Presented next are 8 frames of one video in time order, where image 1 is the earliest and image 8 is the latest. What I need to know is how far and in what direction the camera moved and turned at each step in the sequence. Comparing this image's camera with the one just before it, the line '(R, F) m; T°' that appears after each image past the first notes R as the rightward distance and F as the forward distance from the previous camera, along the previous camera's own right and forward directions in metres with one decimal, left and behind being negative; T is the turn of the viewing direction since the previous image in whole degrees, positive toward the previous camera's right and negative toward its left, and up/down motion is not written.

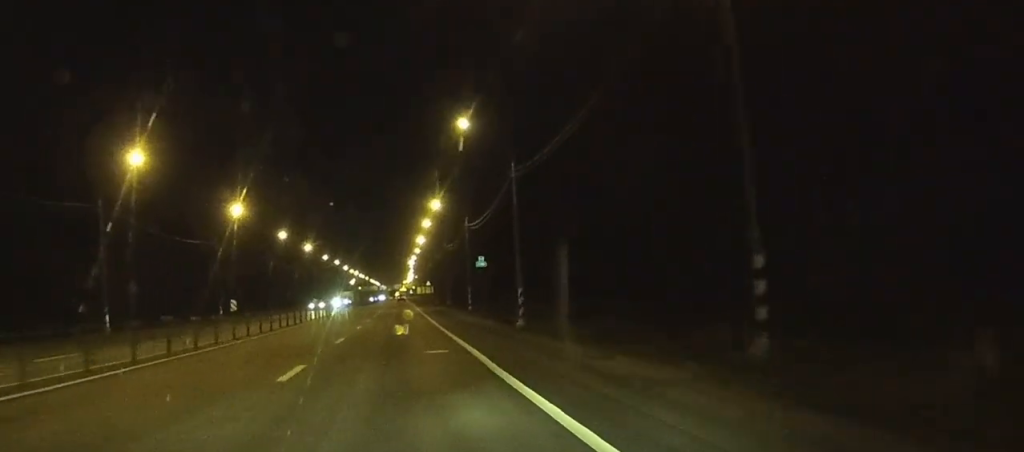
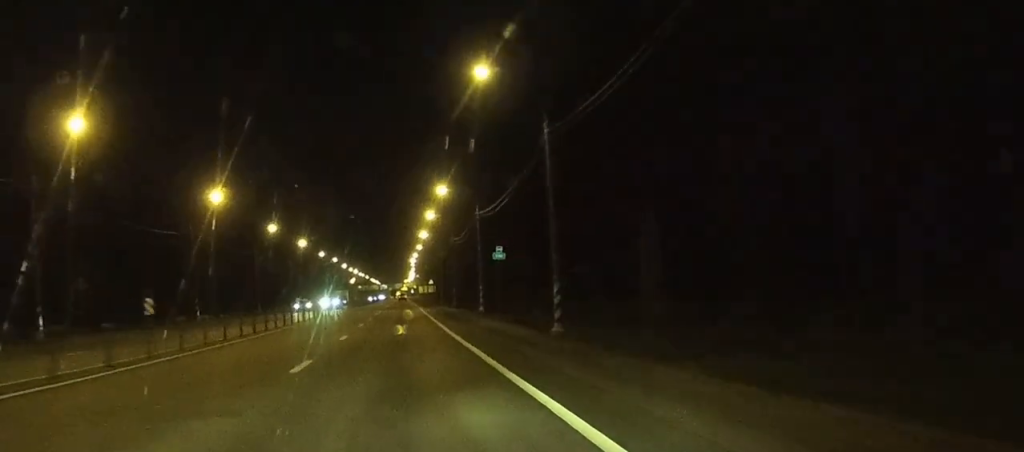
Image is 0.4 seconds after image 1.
(0.0, +10.6) m; 0°
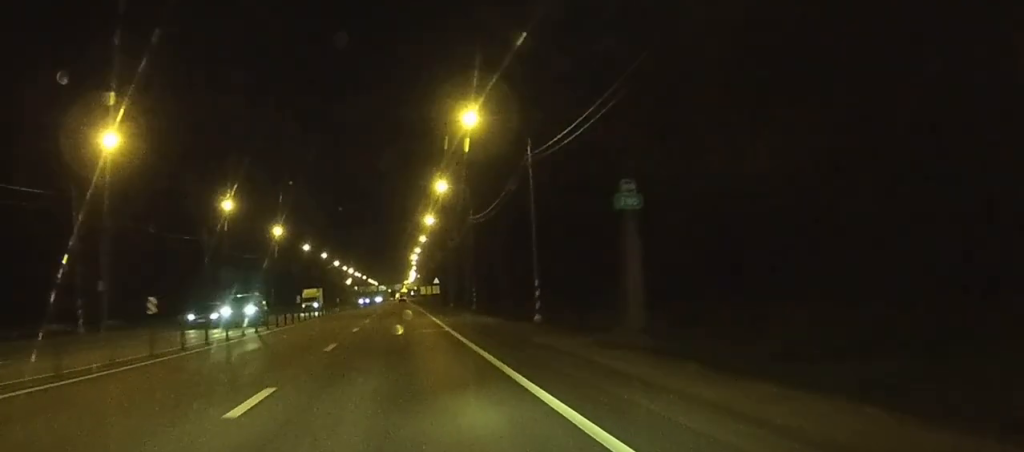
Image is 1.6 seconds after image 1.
(0.0, +29.8) m; 0°
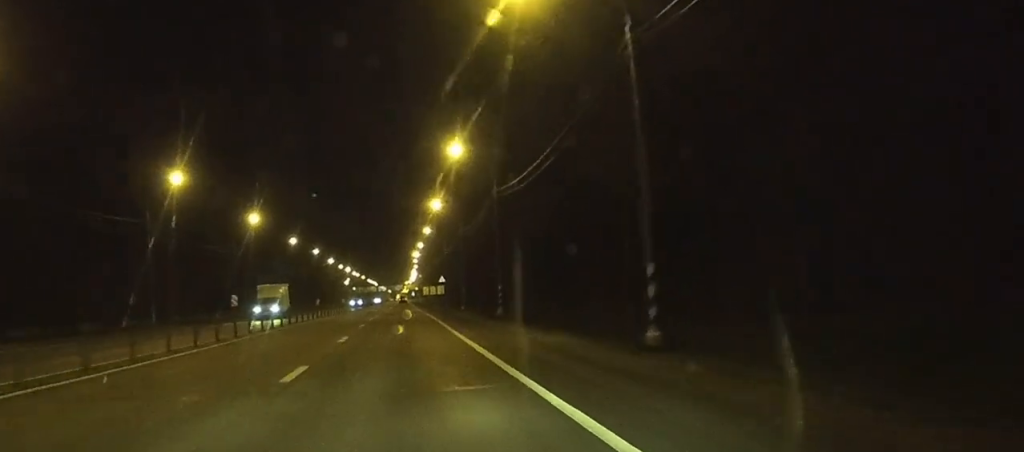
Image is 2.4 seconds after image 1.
(0.0, +19.9) m; 0°
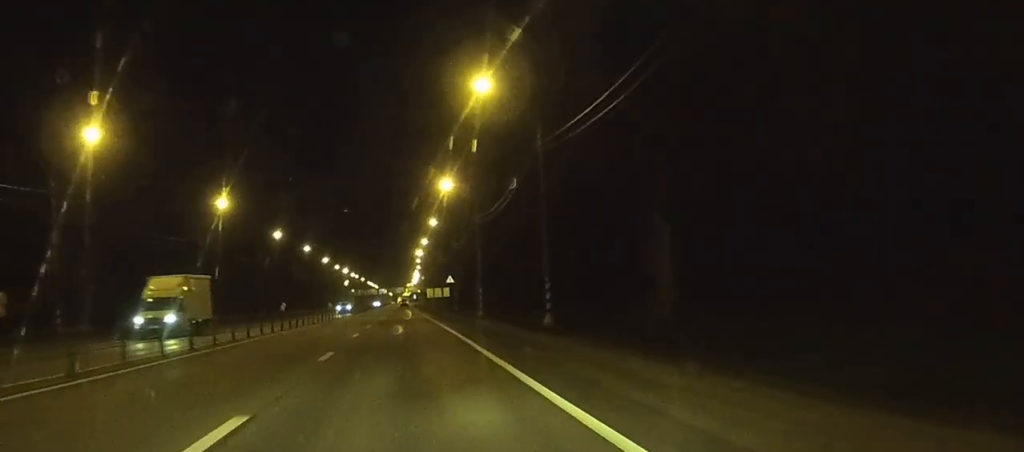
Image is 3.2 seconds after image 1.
(+0.1, +19.1) m; 0°
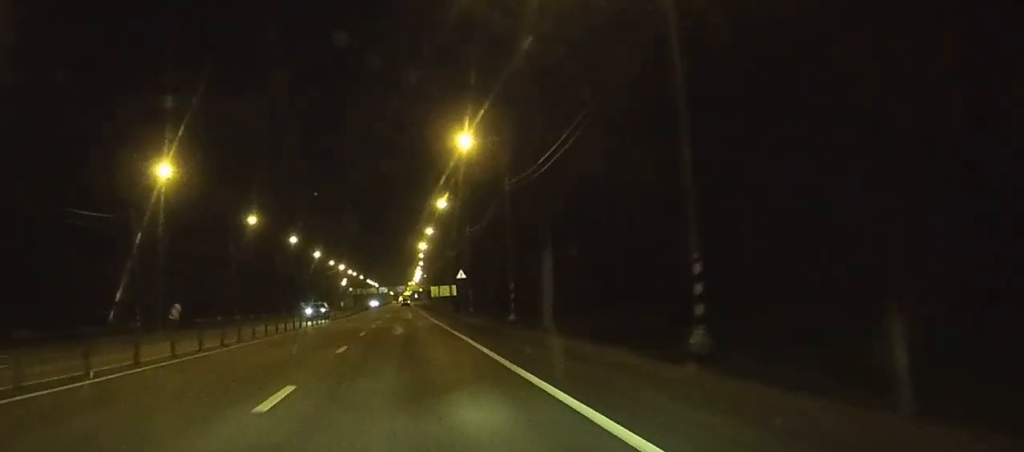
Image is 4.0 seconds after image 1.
(-0.1, +20.8) m; 0°
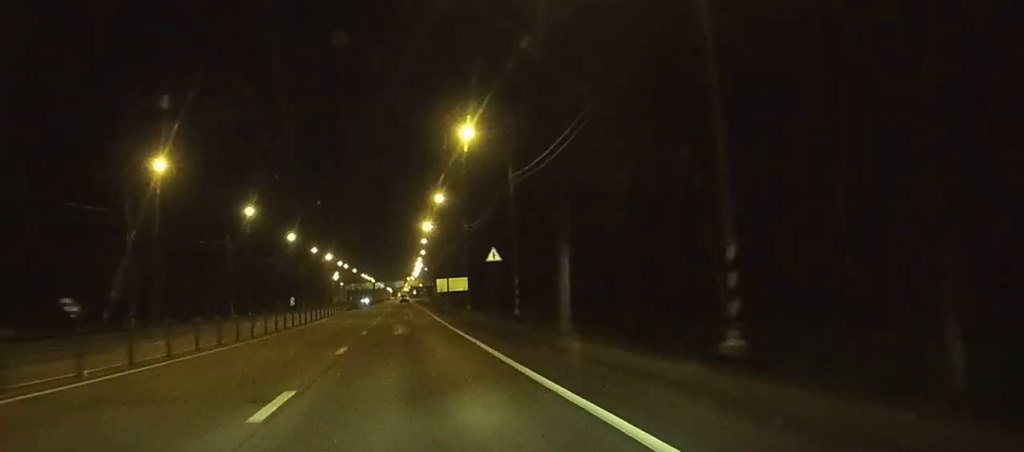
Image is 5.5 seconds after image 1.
(0.0, +37.1) m; 0°
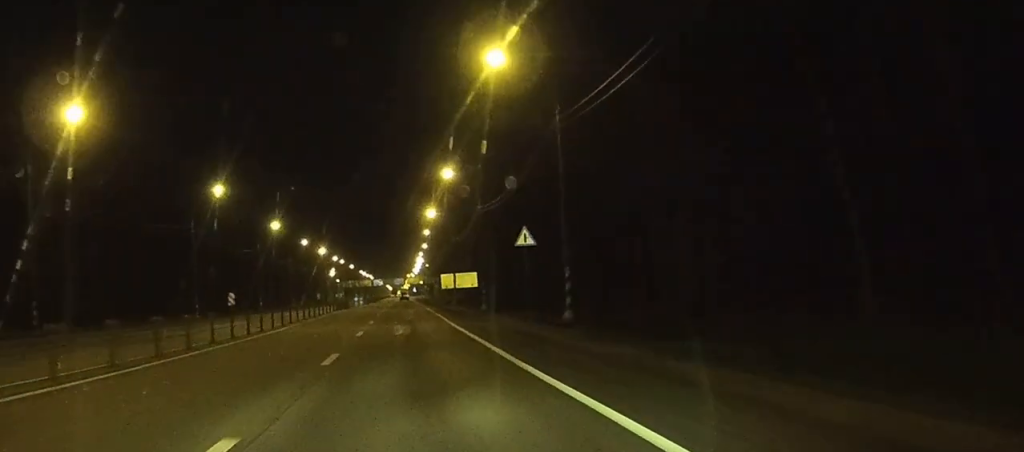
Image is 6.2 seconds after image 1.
(0.0, +16.4) m; 0°
